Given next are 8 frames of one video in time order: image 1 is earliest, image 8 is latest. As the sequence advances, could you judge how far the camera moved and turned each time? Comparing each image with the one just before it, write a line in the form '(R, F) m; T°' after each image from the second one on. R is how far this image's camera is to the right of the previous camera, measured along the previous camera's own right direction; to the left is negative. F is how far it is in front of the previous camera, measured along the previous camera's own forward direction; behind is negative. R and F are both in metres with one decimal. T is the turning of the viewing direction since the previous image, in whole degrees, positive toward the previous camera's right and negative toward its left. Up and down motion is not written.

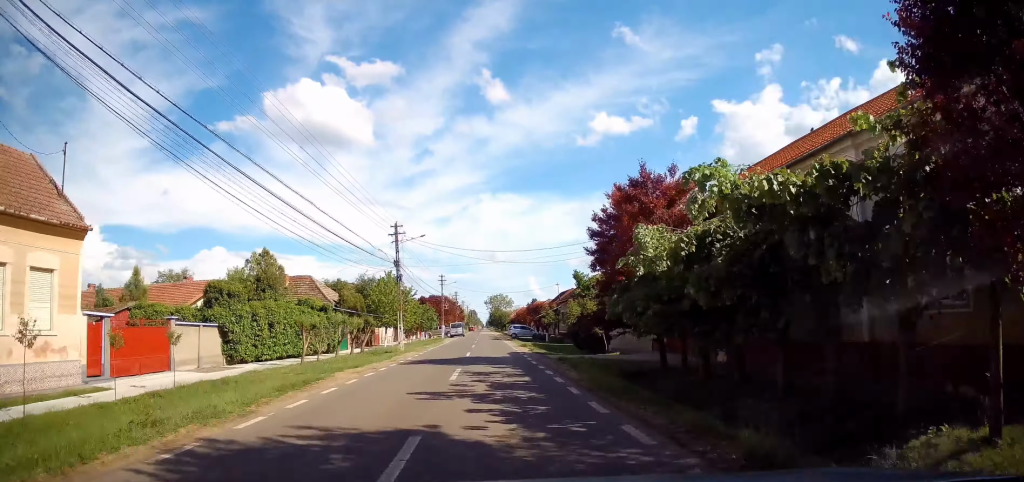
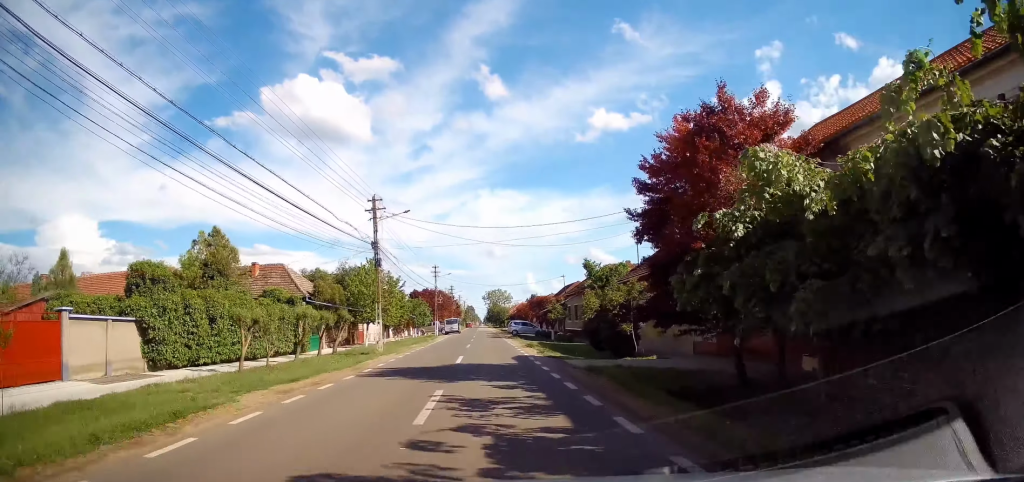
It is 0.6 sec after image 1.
(-0.2, +5.7) m; 0°
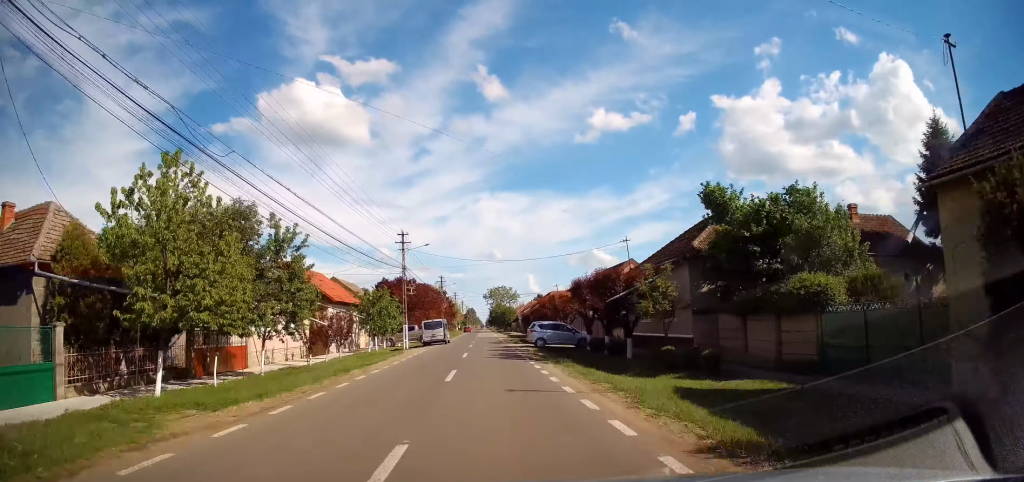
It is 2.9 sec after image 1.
(+1.1, +24.6) m; +2°
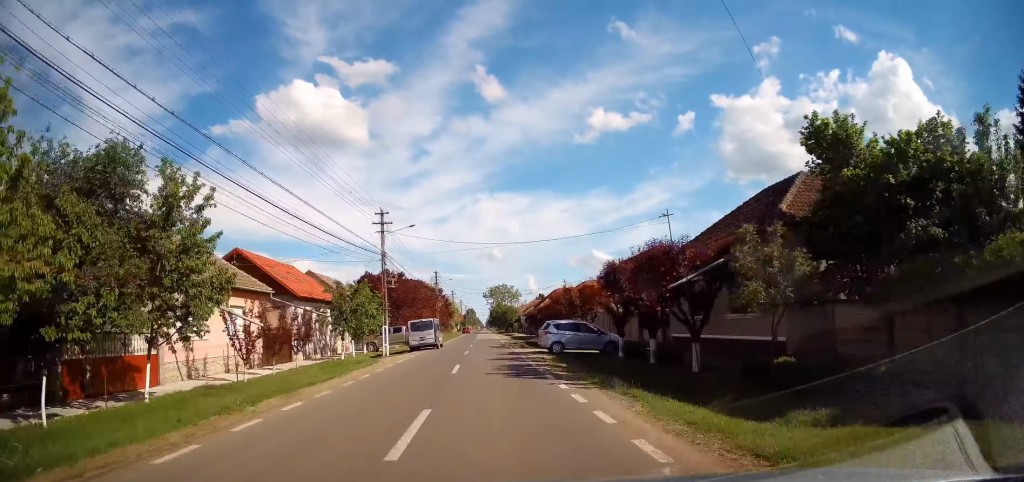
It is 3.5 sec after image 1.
(-0.2, +7.4) m; -2°
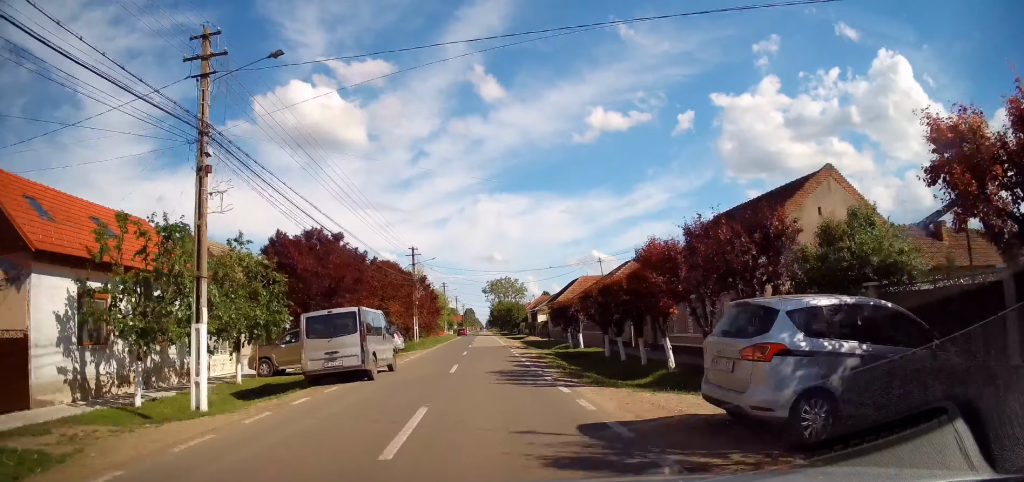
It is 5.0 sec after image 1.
(-0.4, +19.4) m; 0°
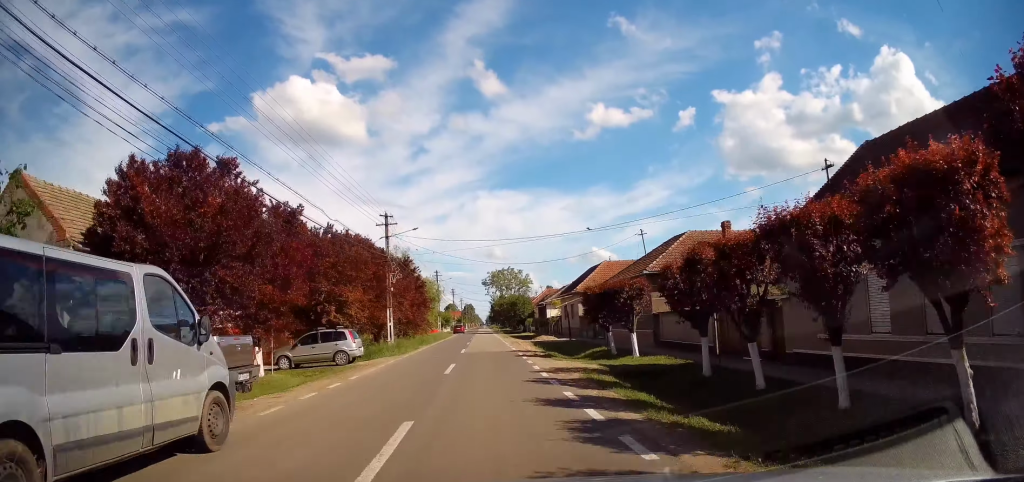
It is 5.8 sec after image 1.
(+0.5, +11.8) m; +1°
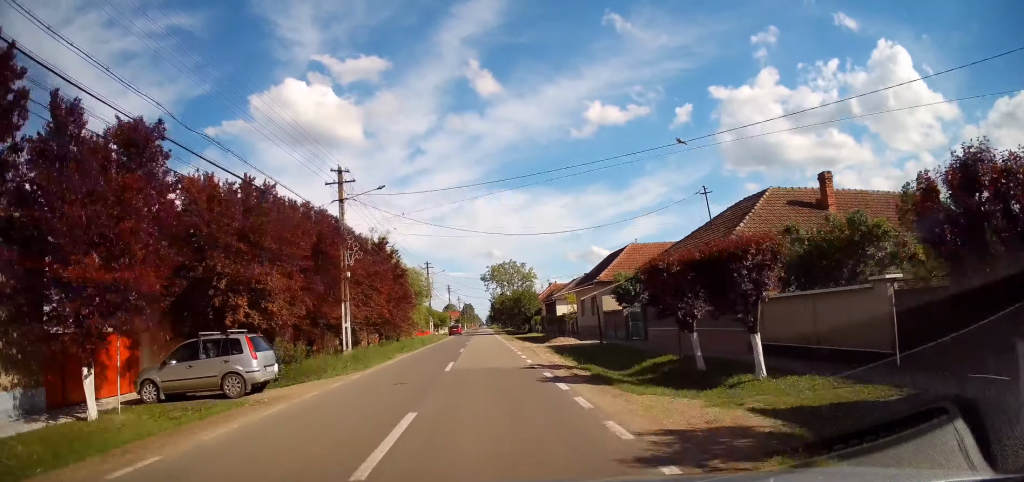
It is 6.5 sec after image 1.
(-0.2, +9.7) m; -1°
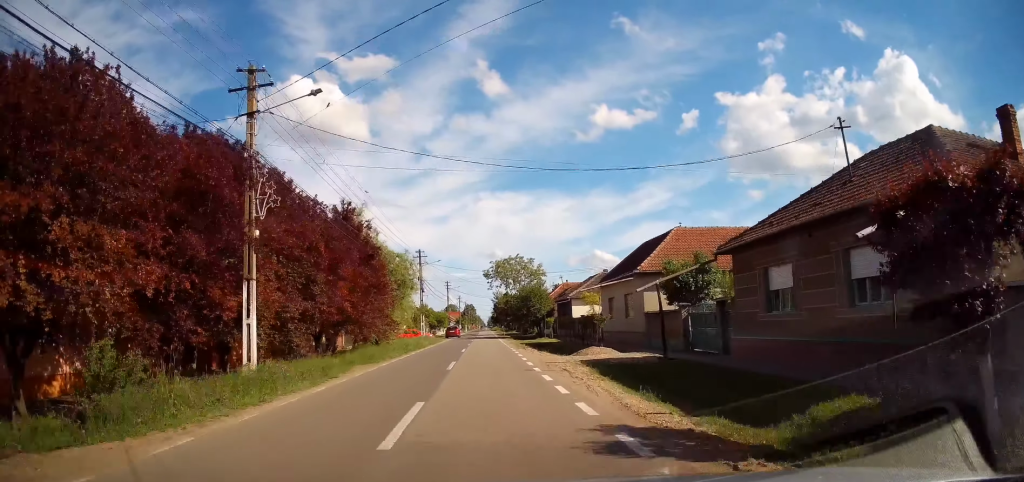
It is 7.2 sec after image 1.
(0.0, +9.3) m; 0°
